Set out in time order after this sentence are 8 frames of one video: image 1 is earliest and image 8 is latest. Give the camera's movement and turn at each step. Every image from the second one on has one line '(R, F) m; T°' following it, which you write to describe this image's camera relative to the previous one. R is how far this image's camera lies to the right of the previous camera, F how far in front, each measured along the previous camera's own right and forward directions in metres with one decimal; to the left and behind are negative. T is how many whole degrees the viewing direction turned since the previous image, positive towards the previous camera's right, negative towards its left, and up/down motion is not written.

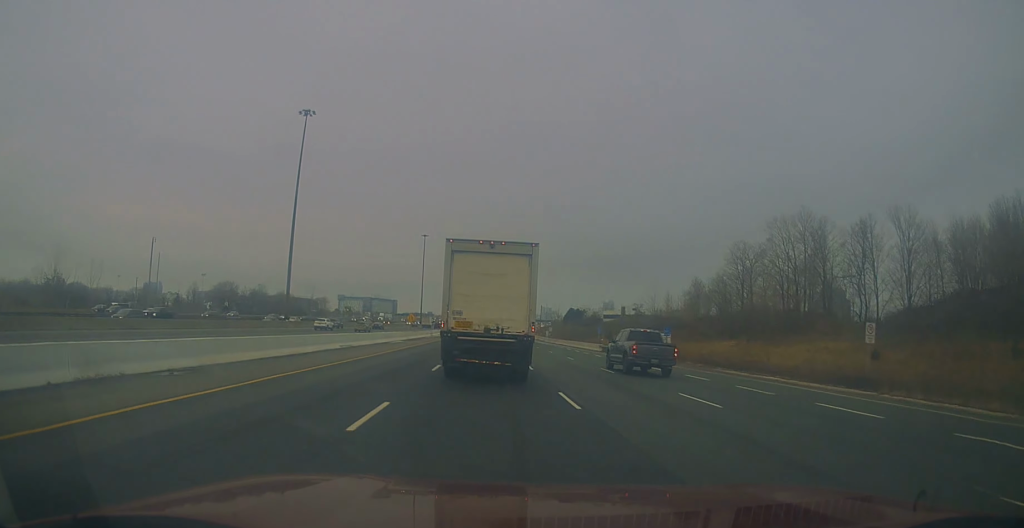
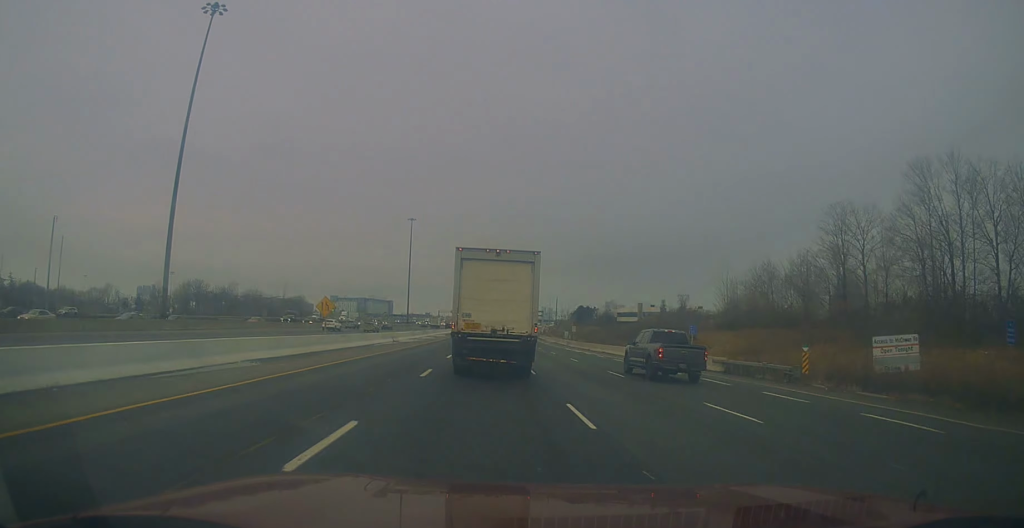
(+0.7, +38.5) m; +2°
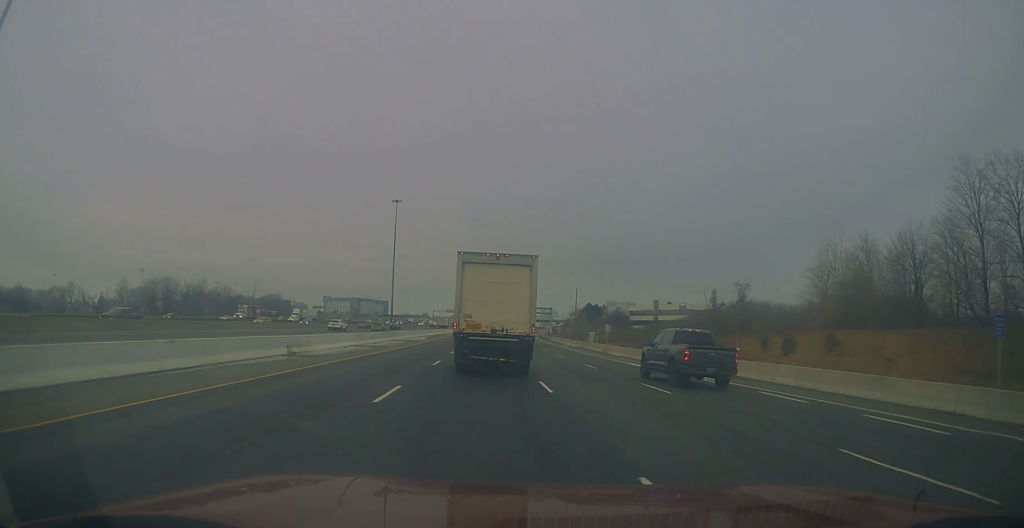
(+0.1, +30.5) m; -1°
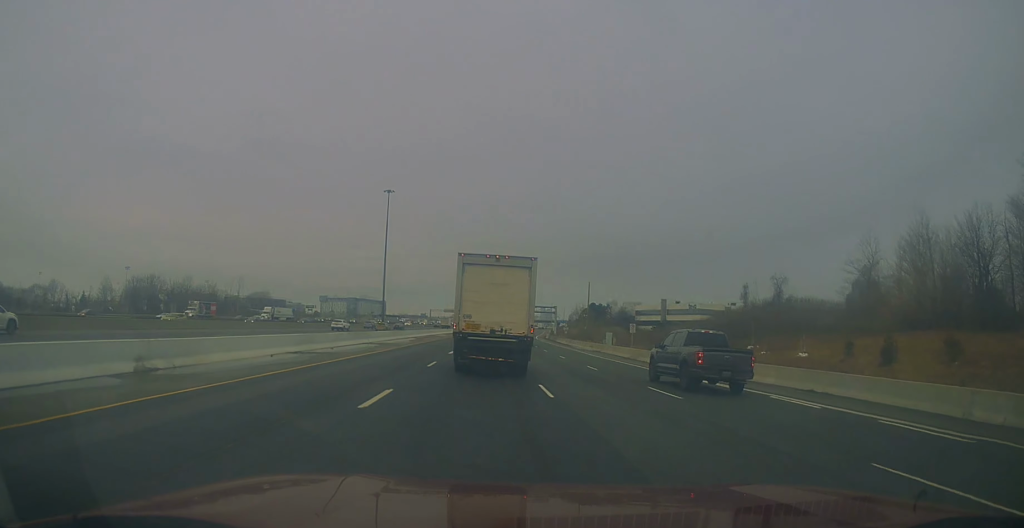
(-0.1, +13.0) m; 0°
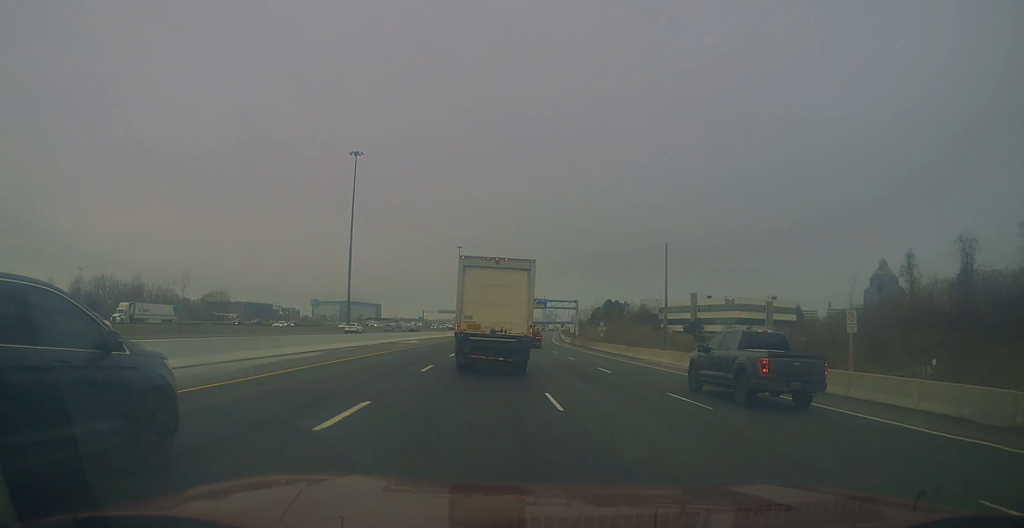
(+0.3, +38.4) m; 0°
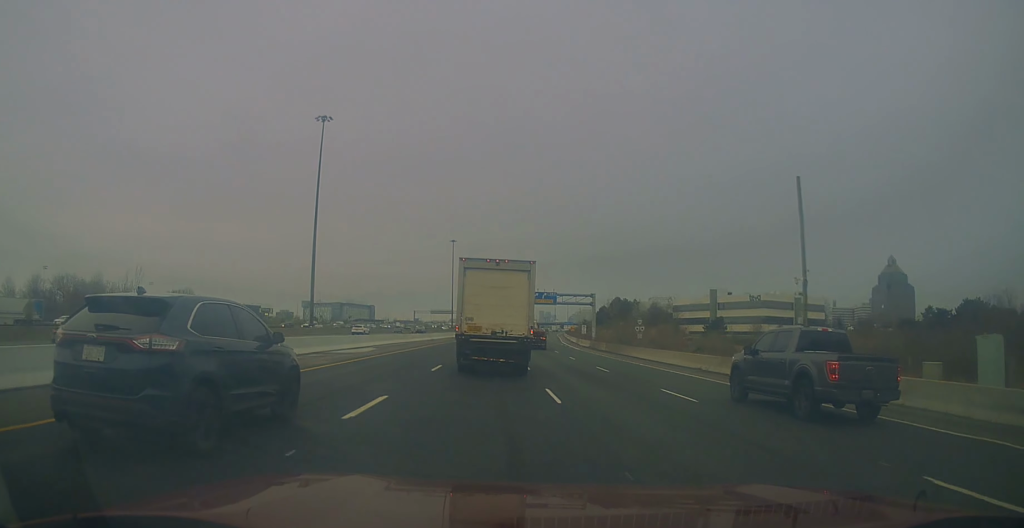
(-0.2, +22.7) m; 0°
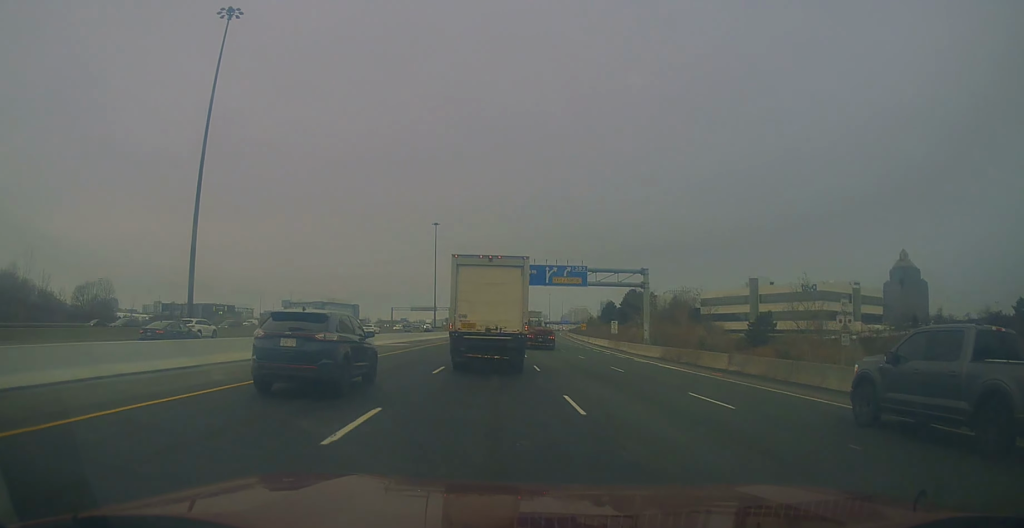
(+0.1, +38.3) m; +1°
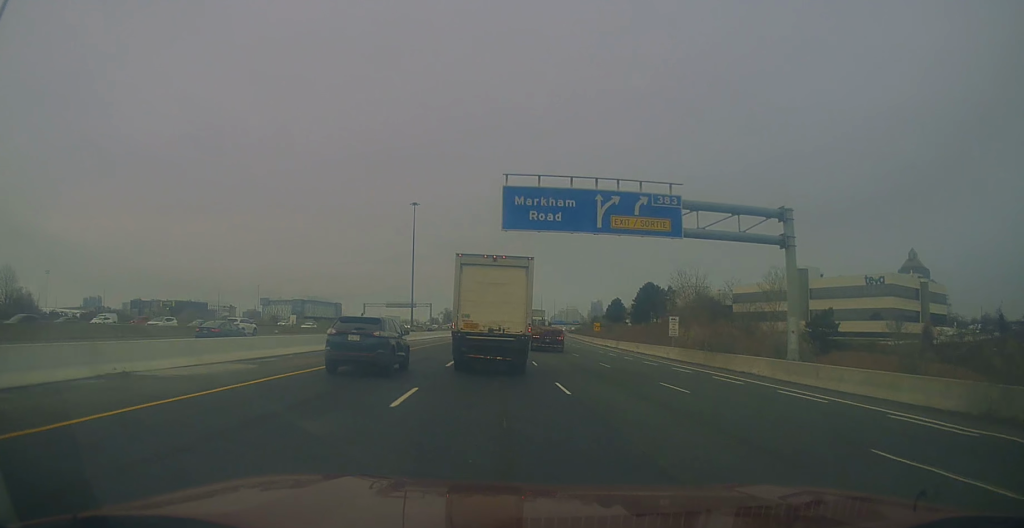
(0.0, +32.6) m; +1°
